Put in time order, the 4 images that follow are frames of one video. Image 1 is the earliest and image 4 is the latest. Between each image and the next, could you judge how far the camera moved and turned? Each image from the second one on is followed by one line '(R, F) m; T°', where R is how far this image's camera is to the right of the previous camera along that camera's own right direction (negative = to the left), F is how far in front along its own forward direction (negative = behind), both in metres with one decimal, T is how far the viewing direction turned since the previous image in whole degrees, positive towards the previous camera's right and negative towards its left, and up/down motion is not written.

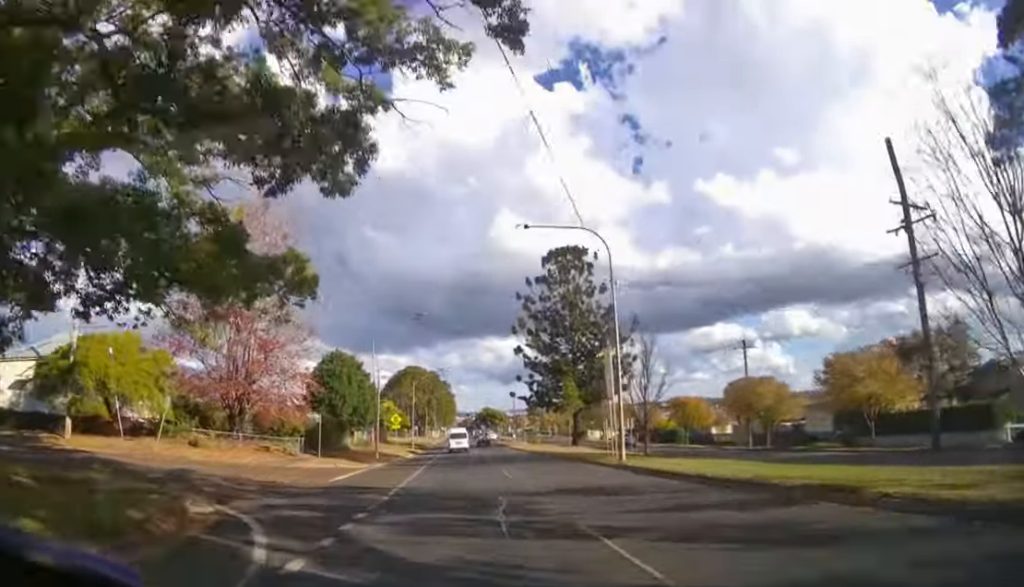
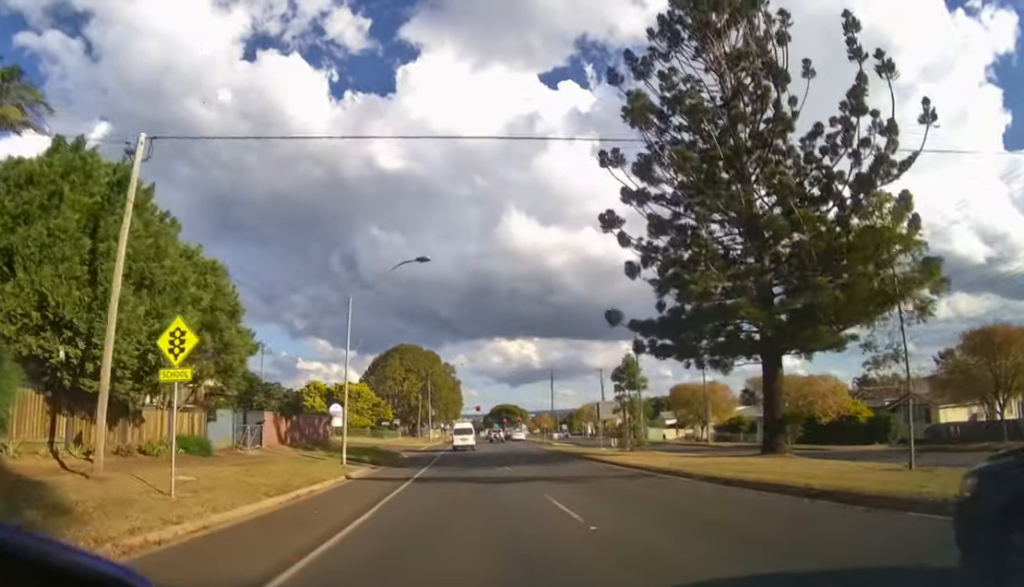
(-0.3, +32.8) m; -1°
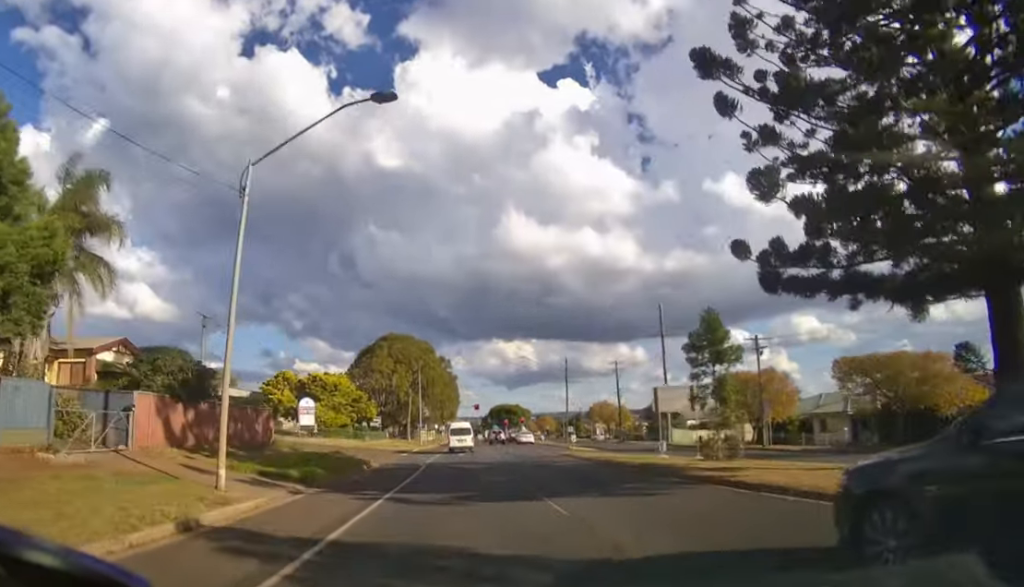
(+0.1, +10.9) m; 0°
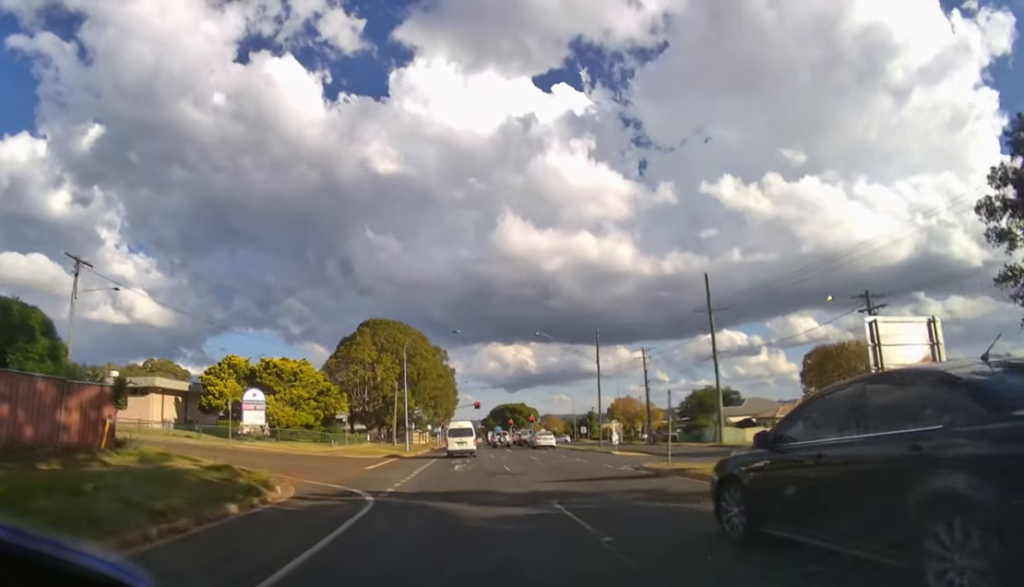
(-0.1, +14.4) m; -1°
